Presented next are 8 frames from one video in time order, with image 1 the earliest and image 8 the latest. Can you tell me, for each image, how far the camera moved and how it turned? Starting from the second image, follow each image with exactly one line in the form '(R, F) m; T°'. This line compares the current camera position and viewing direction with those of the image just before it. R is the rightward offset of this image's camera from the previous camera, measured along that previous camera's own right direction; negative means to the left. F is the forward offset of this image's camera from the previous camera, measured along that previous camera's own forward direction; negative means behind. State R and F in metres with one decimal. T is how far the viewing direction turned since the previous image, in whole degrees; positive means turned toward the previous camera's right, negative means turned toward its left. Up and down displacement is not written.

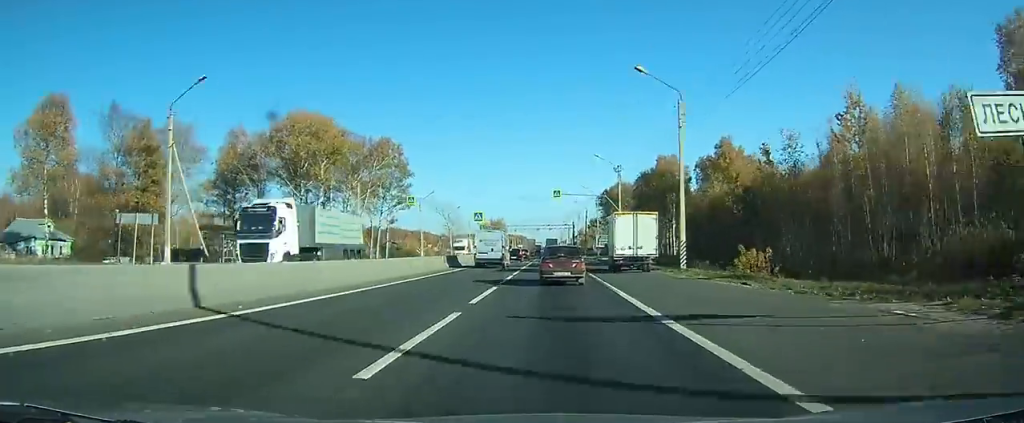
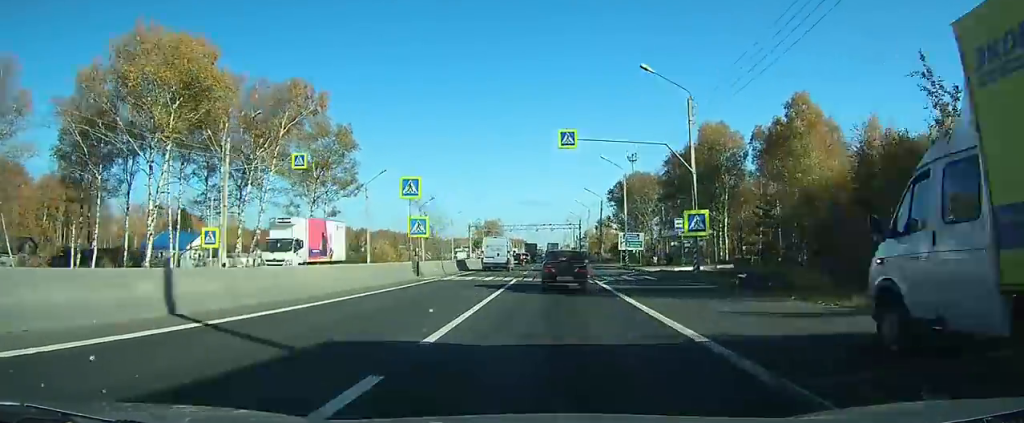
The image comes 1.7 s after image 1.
(0.0, +31.0) m; 0°
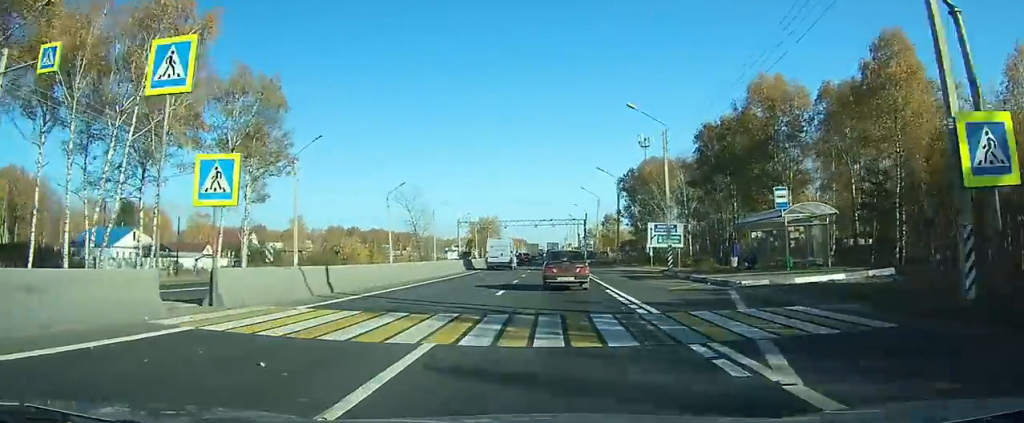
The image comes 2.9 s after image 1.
(0.0, +20.4) m; 0°
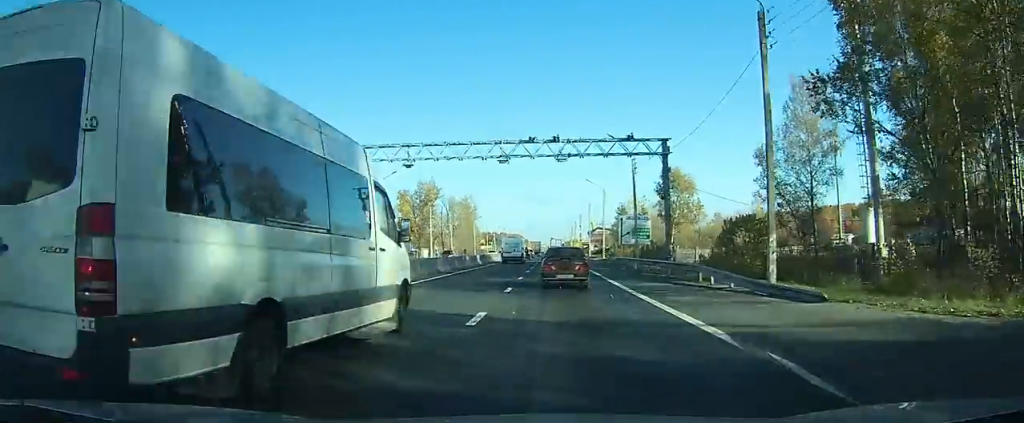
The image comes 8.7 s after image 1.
(-0.2, +93.4) m; -1°
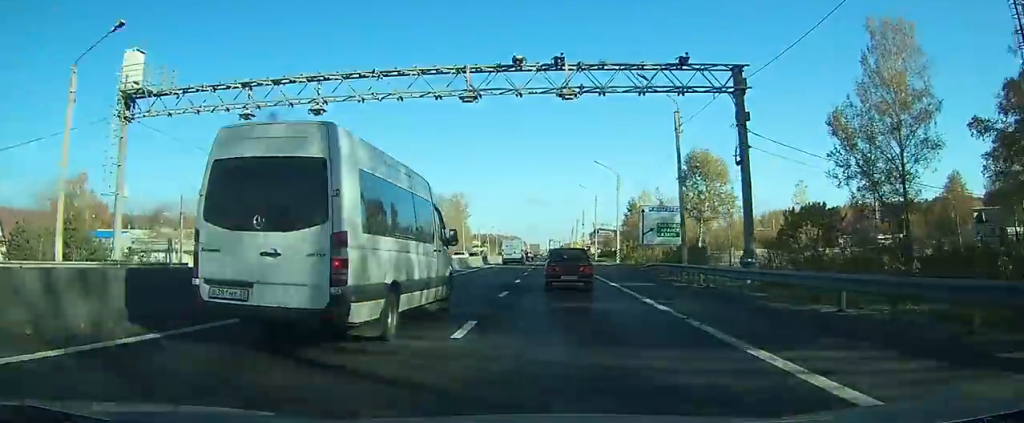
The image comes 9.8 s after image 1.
(-0.1, +17.7) m; 0°
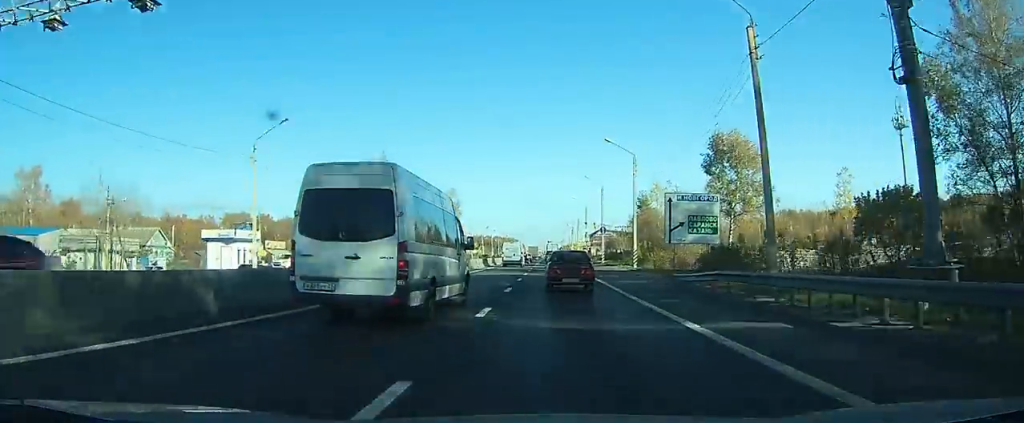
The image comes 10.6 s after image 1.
(-0.1, +13.2) m; 0°
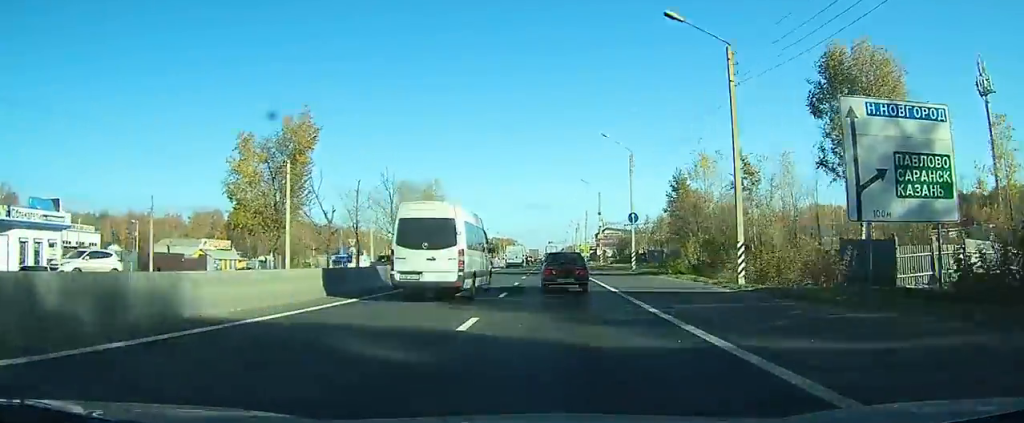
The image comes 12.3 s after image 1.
(0.0, +26.7) m; 0°
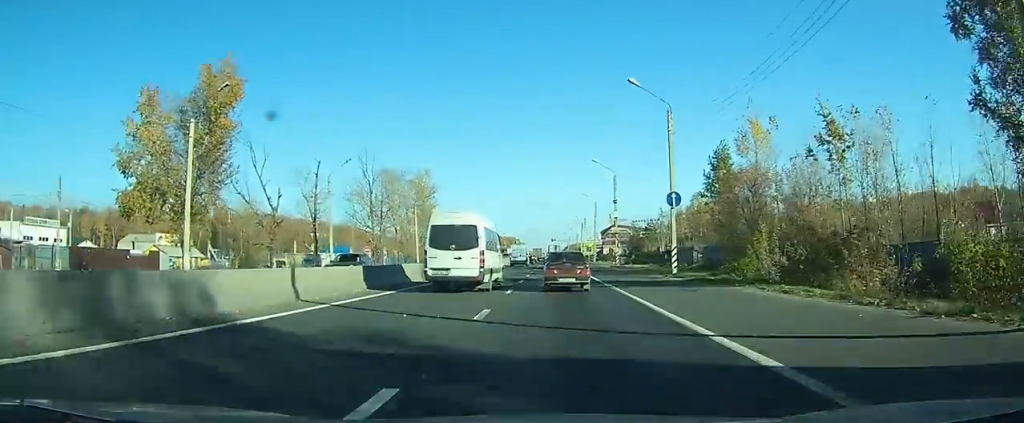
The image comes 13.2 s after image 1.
(0.0, +14.7) m; 0°
